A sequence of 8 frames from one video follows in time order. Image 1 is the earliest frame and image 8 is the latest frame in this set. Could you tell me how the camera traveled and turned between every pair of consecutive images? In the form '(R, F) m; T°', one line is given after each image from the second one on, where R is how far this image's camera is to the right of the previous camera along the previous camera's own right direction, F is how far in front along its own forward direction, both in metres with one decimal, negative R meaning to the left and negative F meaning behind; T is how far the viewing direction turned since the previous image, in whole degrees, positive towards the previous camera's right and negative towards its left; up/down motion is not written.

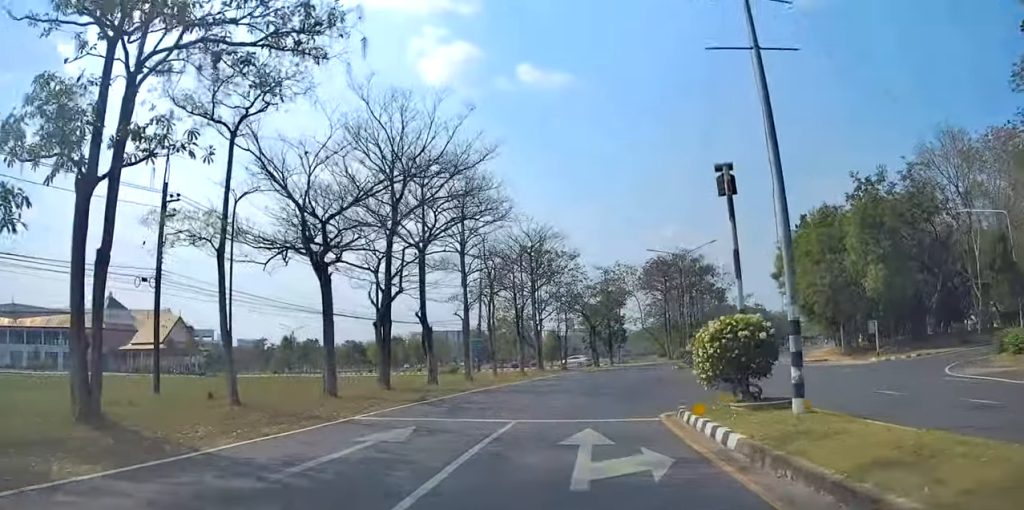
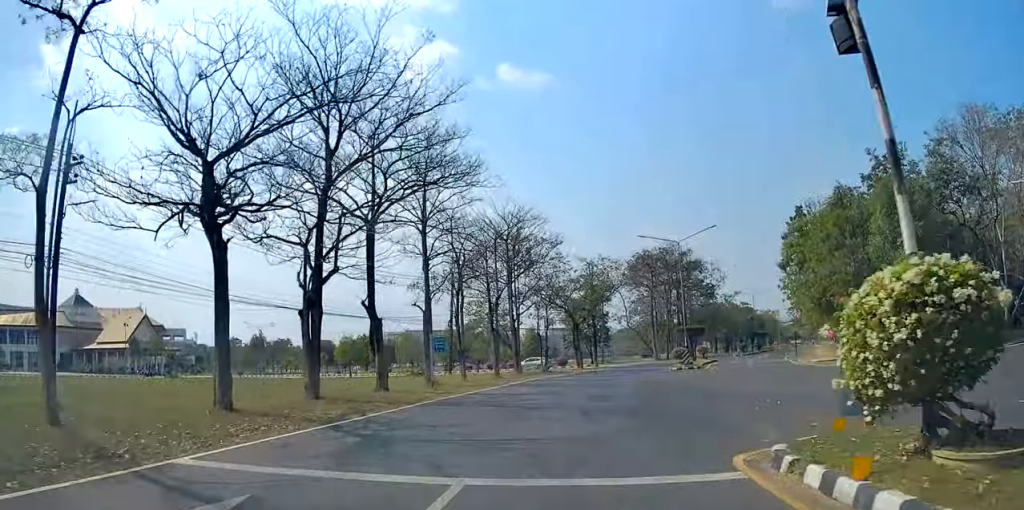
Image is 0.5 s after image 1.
(+0.2, +6.0) m; +3°
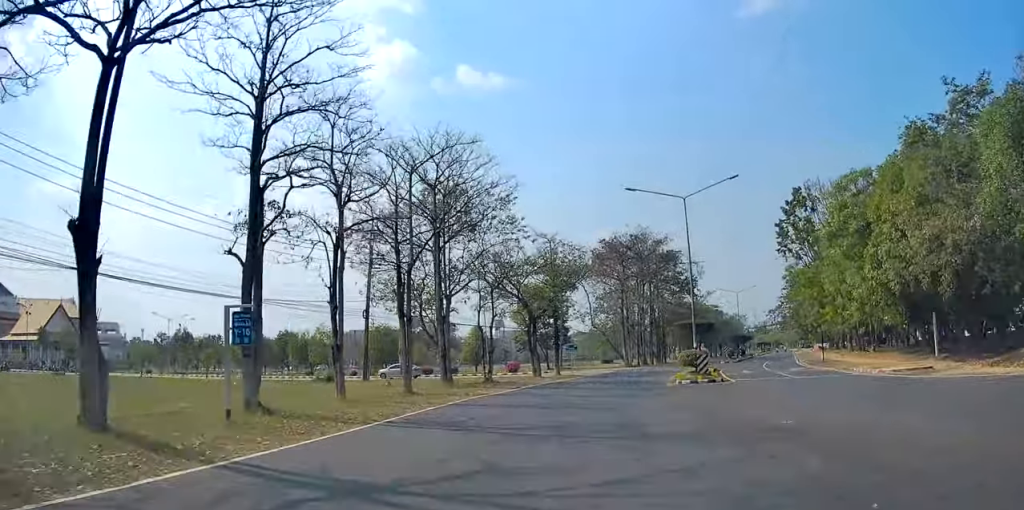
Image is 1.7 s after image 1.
(+0.8, +14.2) m; +5°
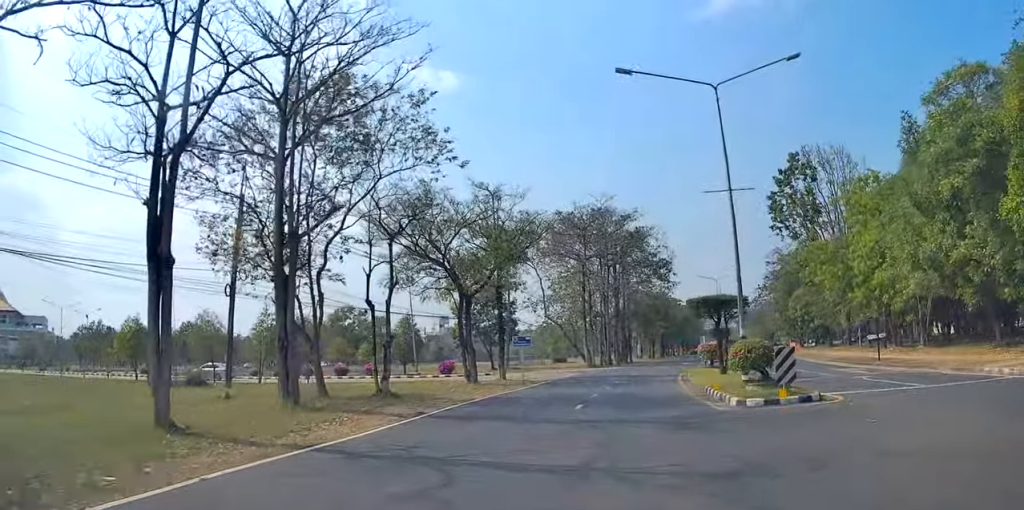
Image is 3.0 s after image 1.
(+0.3, +13.9) m; +1°
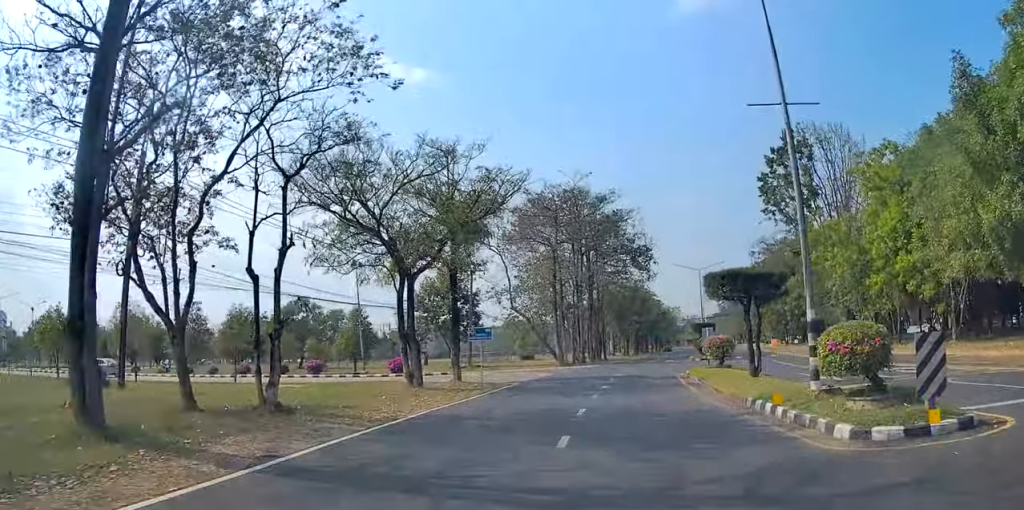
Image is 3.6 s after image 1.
(0.0, +6.5) m; +1°
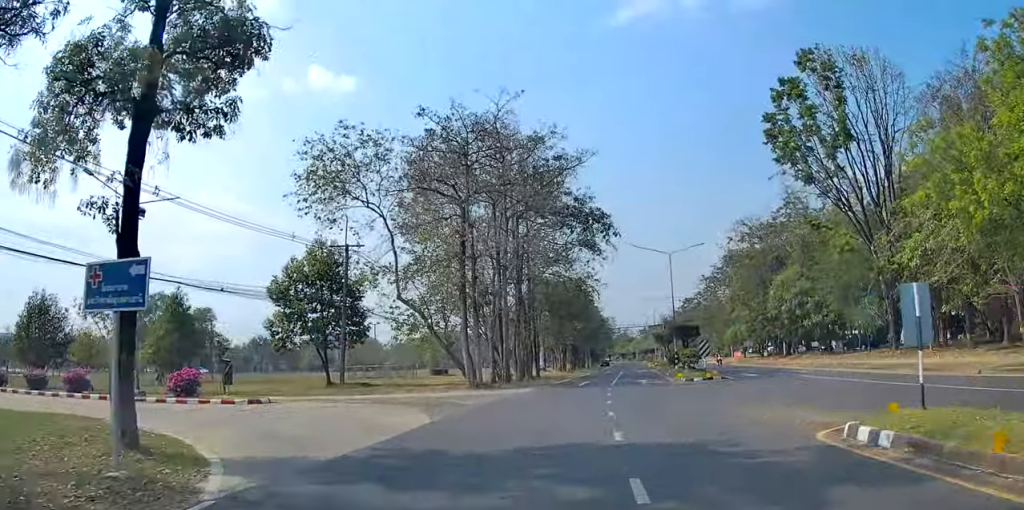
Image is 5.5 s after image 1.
(+1.1, +19.5) m; +9°
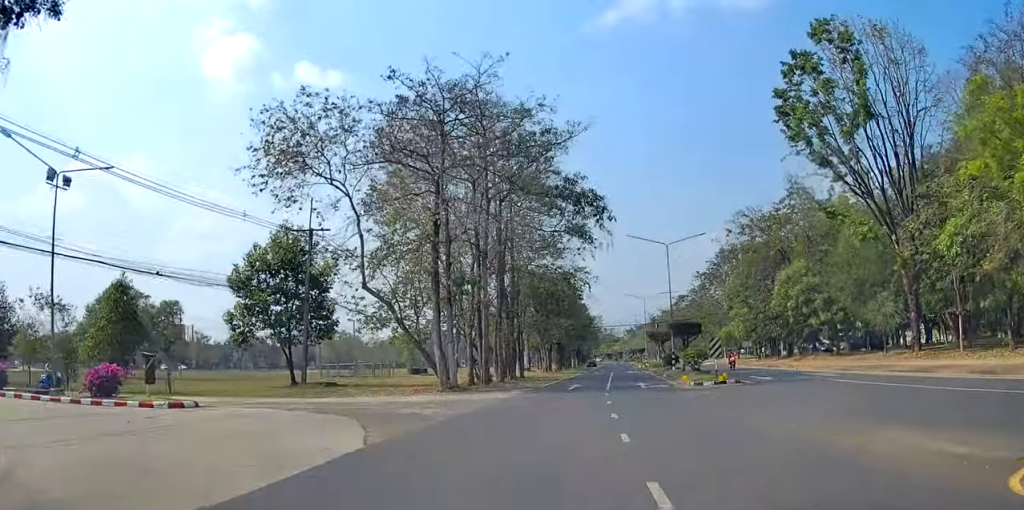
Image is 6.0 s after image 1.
(-0.1, +4.3) m; +3°
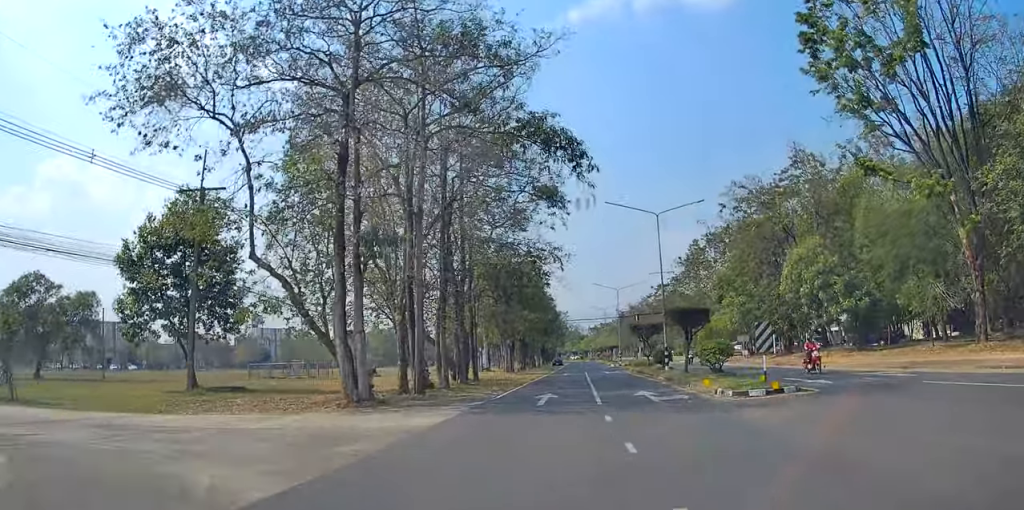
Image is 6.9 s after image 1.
(+0.6, +9.3) m; +4°
